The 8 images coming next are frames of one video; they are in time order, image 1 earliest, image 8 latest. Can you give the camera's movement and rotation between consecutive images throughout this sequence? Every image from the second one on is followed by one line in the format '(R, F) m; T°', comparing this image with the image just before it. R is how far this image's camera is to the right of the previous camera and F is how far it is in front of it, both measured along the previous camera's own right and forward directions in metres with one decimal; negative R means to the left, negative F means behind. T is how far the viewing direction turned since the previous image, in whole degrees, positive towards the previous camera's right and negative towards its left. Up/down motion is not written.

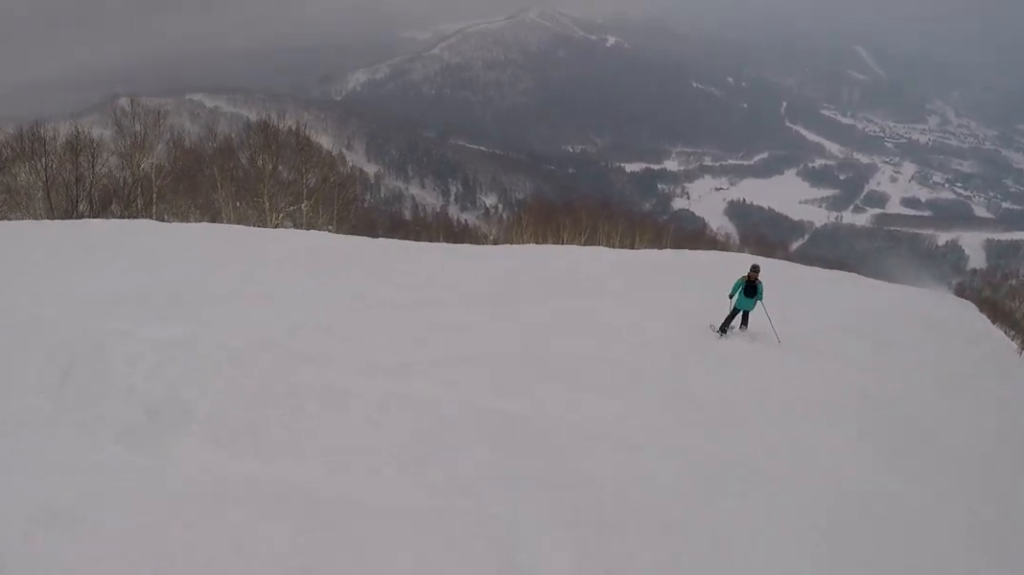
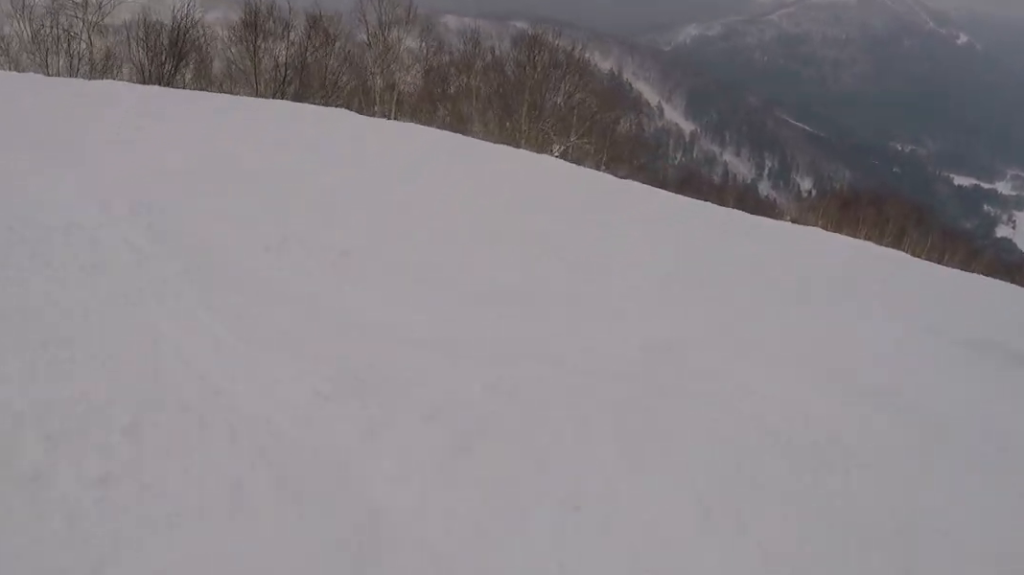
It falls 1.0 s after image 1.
(-0.5, +3.0) m; -22°
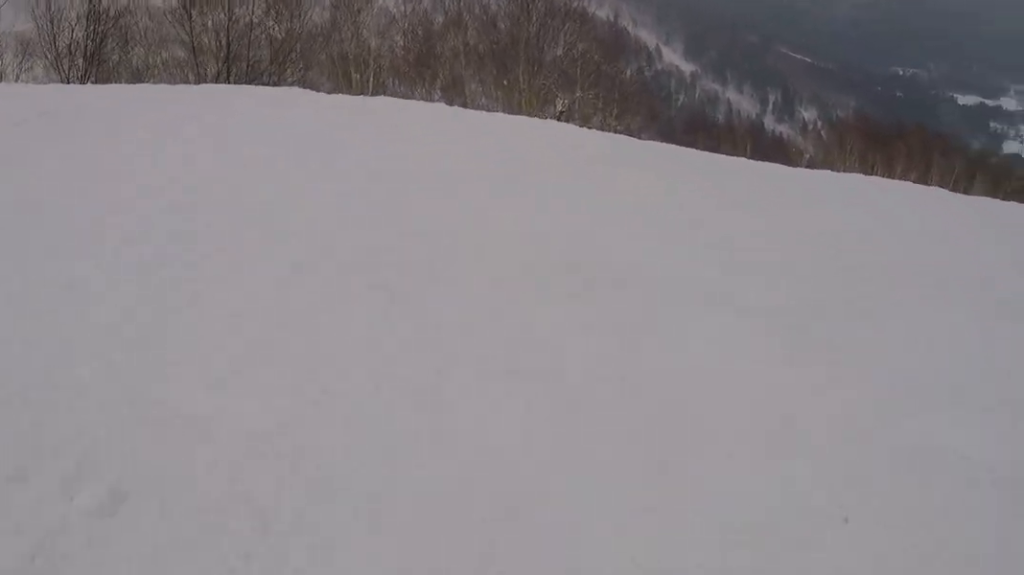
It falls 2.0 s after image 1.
(-0.7, +3.7) m; +17°
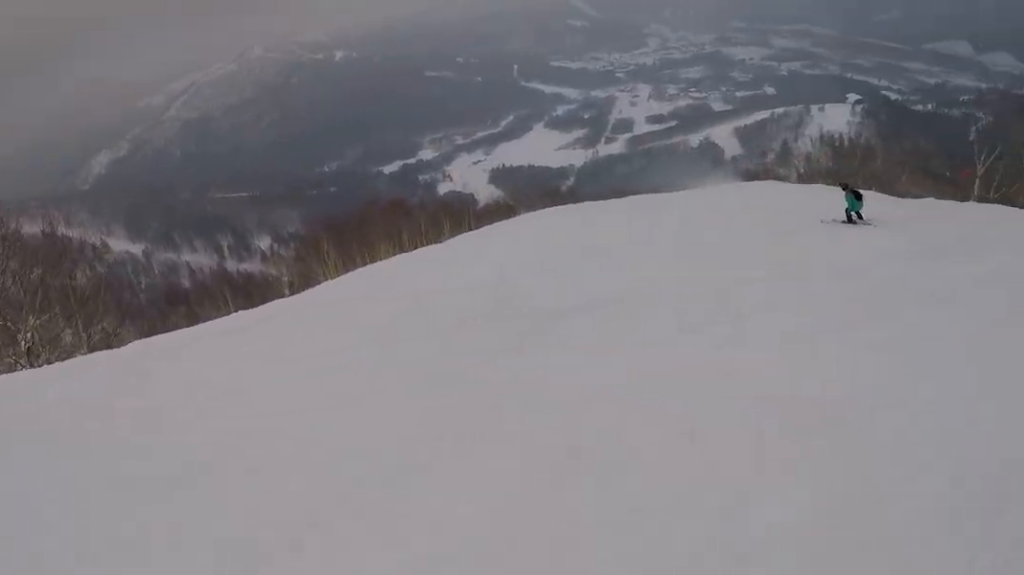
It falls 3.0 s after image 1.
(+1.6, +3.0) m; +34°
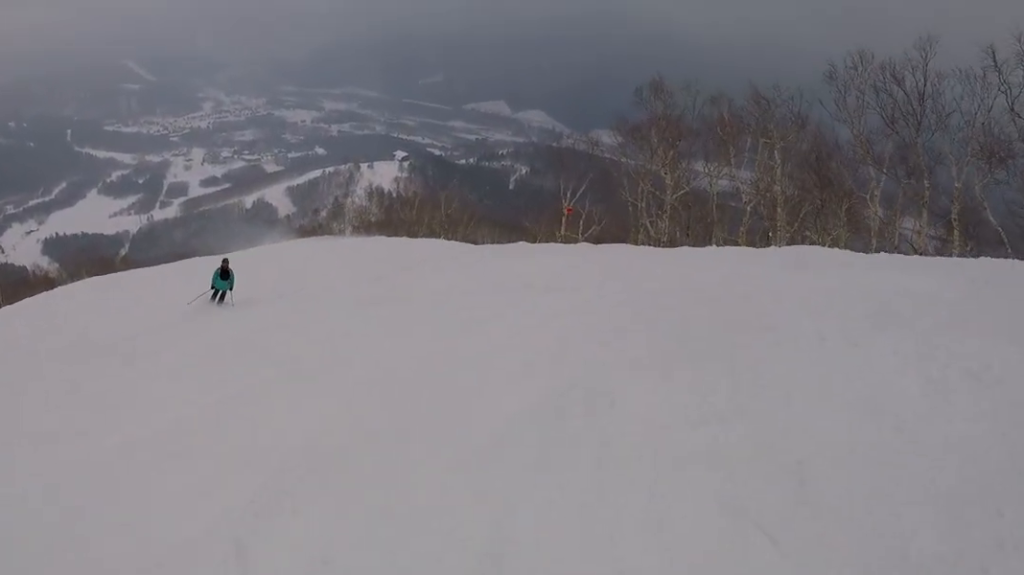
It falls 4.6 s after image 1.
(+1.5, +7.2) m; +6°
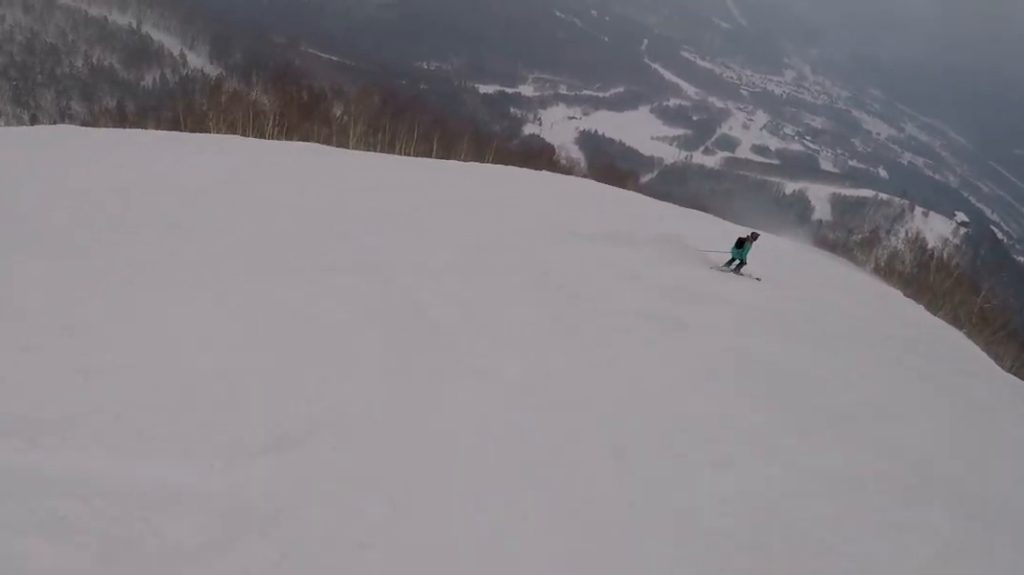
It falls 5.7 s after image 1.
(-1.0, +5.1) m; -25°
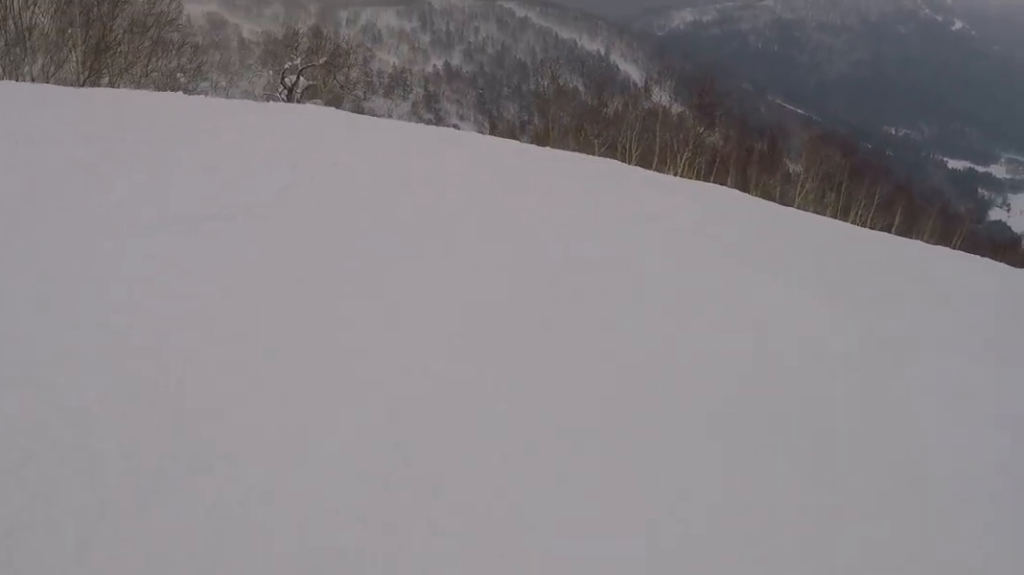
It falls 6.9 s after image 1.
(-1.2, +6.3) m; +1°
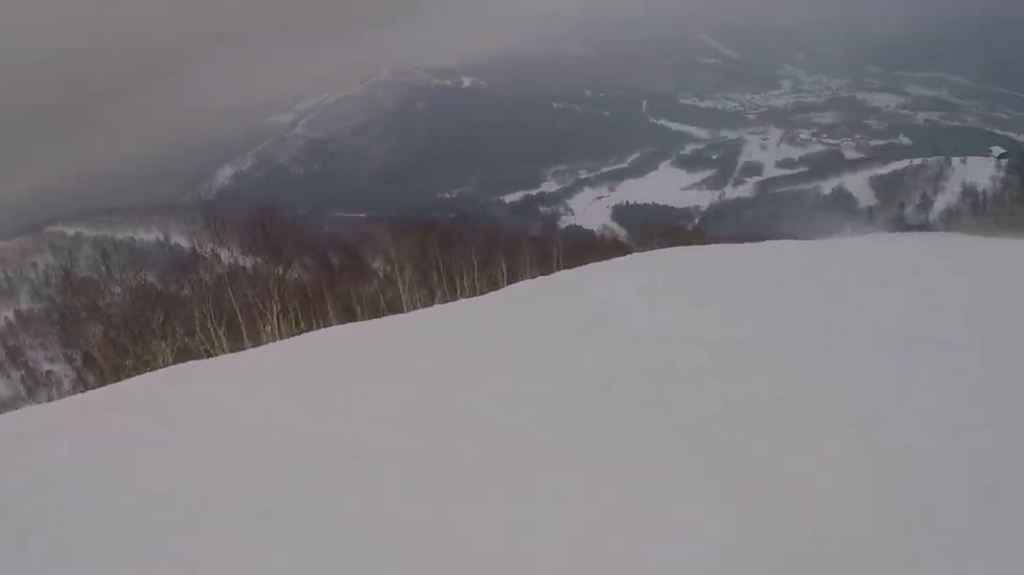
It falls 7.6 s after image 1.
(+0.5, +3.5) m; +16°
